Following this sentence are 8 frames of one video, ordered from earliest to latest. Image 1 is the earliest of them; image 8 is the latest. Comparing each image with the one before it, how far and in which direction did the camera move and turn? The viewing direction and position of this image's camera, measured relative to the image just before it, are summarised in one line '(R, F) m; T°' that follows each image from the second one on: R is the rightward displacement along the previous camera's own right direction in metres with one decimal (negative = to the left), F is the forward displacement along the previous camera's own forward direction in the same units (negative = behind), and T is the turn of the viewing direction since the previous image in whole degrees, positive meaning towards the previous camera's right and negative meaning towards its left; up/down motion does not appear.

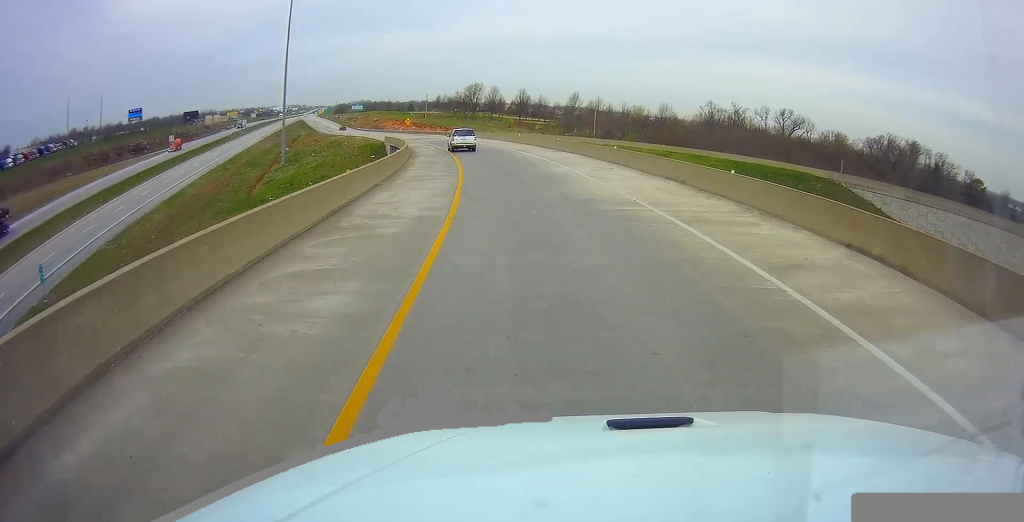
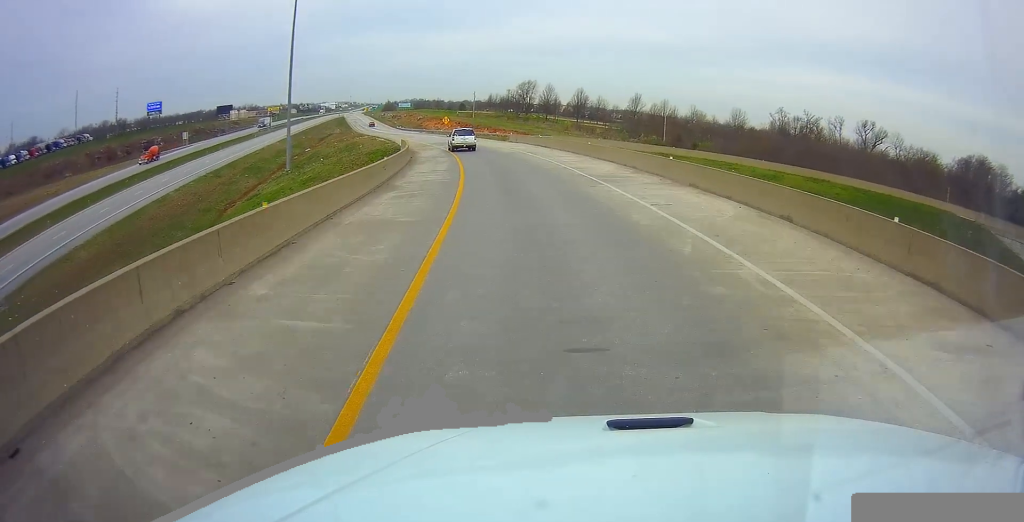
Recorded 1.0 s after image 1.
(-0.7, +23.7) m; -5°
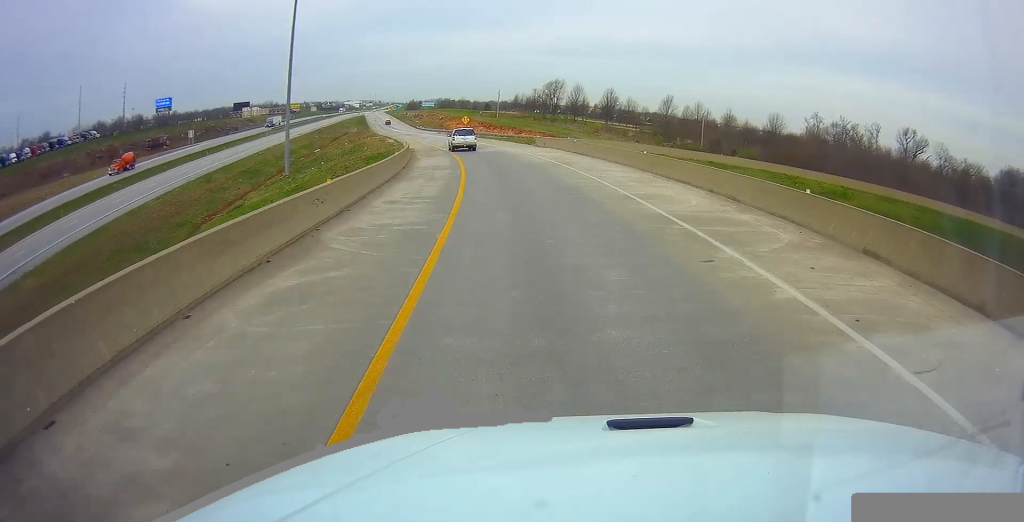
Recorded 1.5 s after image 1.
(-0.5, +11.2) m; -3°
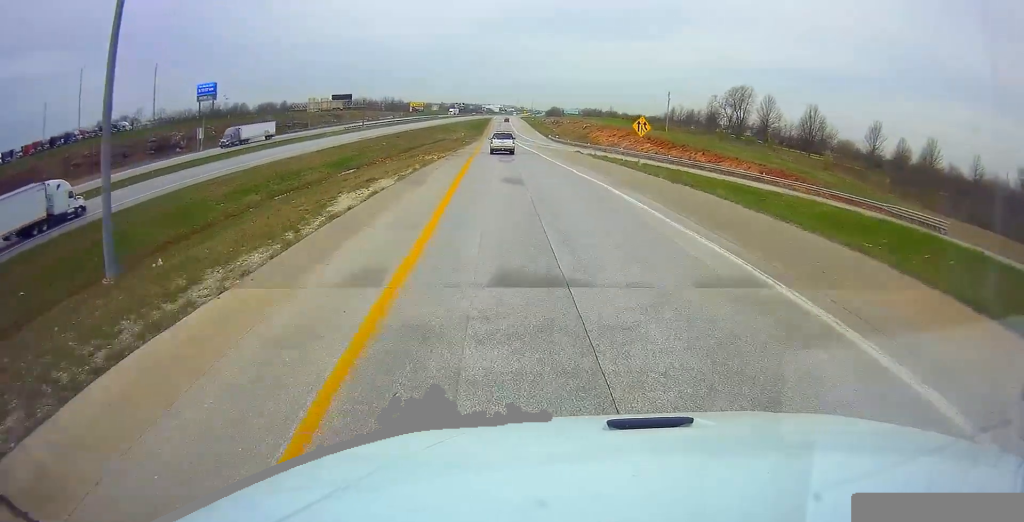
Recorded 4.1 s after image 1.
(-6.7, +65.7) m; -9°
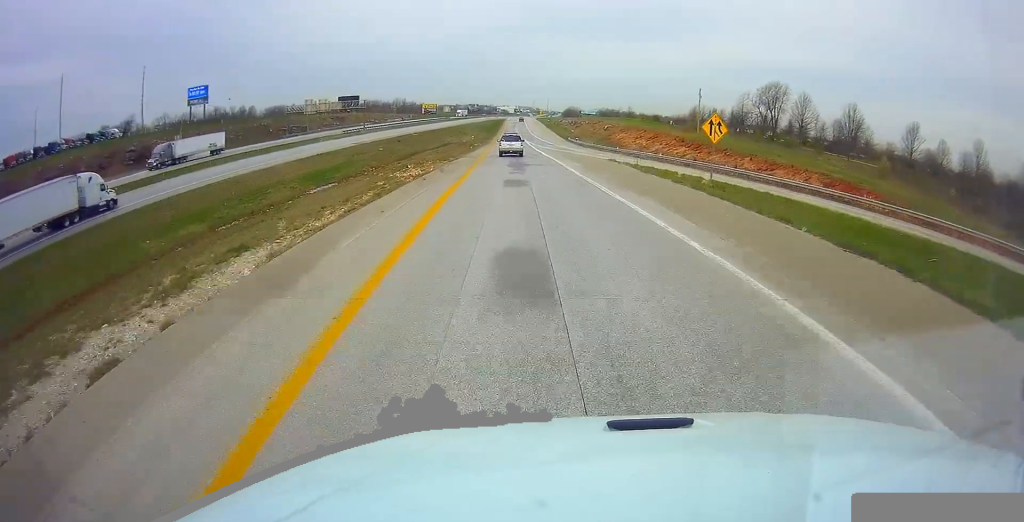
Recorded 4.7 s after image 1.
(0.0, +14.4) m; -1°
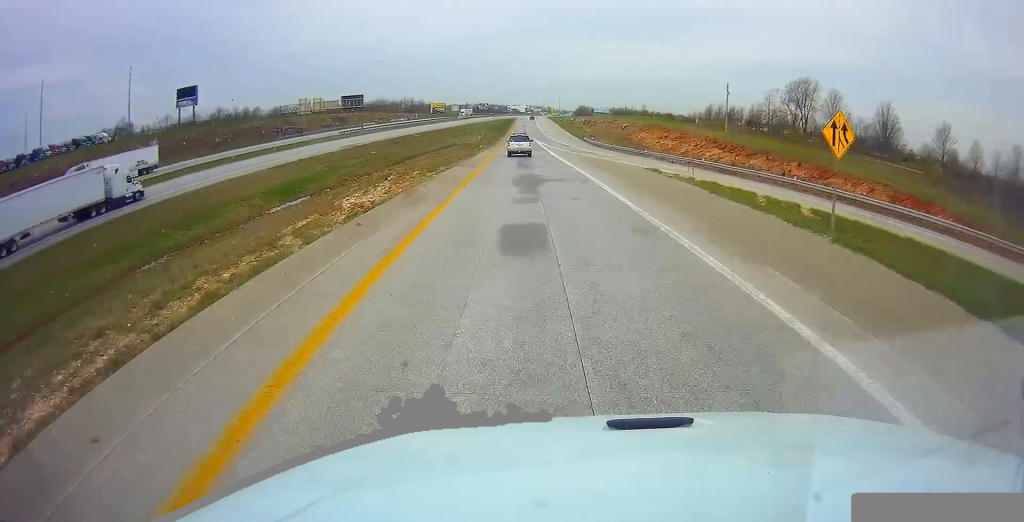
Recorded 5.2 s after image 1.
(+0.1, +11.9) m; 0°
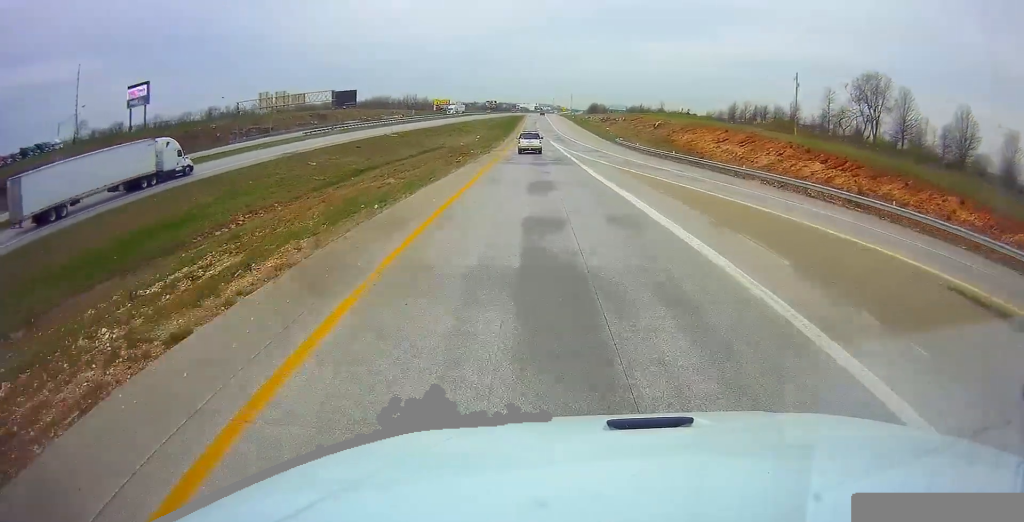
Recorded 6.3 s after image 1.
(-0.4, +28.9) m; 0°
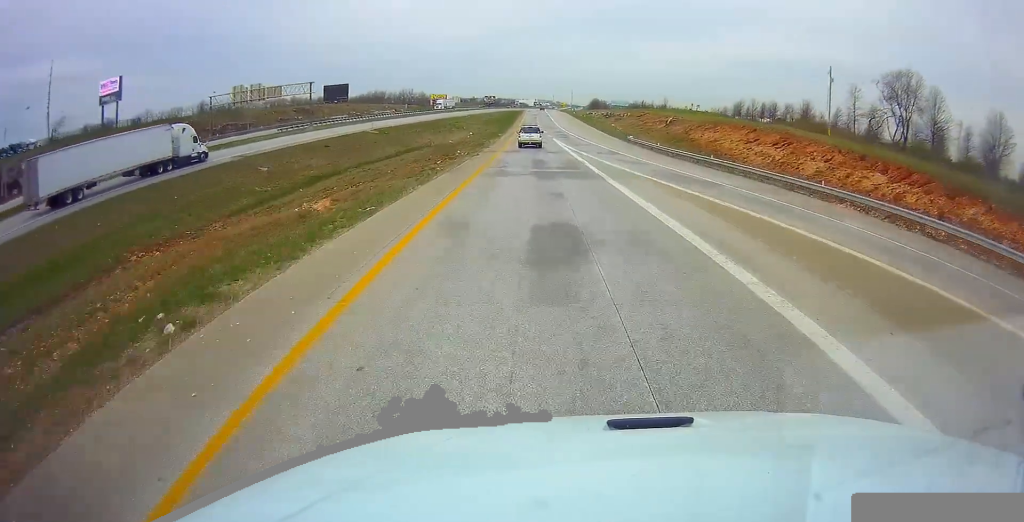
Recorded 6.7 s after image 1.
(0.0, +11.6) m; 0°
